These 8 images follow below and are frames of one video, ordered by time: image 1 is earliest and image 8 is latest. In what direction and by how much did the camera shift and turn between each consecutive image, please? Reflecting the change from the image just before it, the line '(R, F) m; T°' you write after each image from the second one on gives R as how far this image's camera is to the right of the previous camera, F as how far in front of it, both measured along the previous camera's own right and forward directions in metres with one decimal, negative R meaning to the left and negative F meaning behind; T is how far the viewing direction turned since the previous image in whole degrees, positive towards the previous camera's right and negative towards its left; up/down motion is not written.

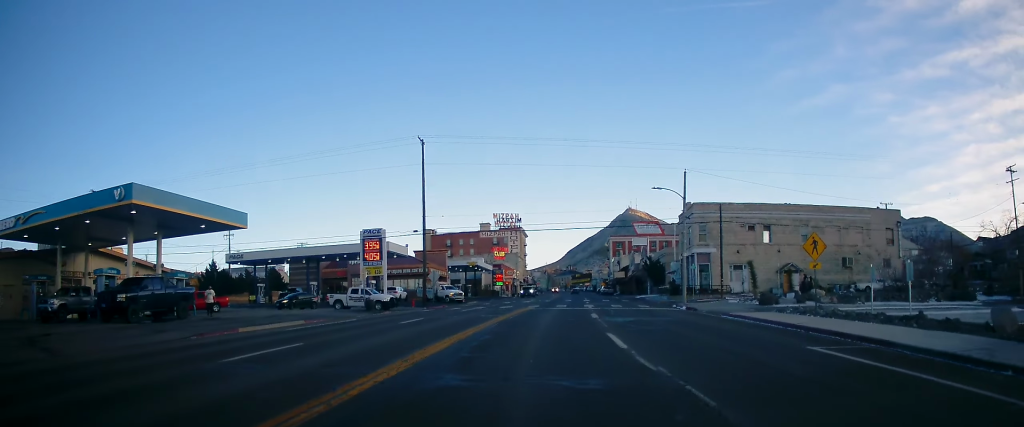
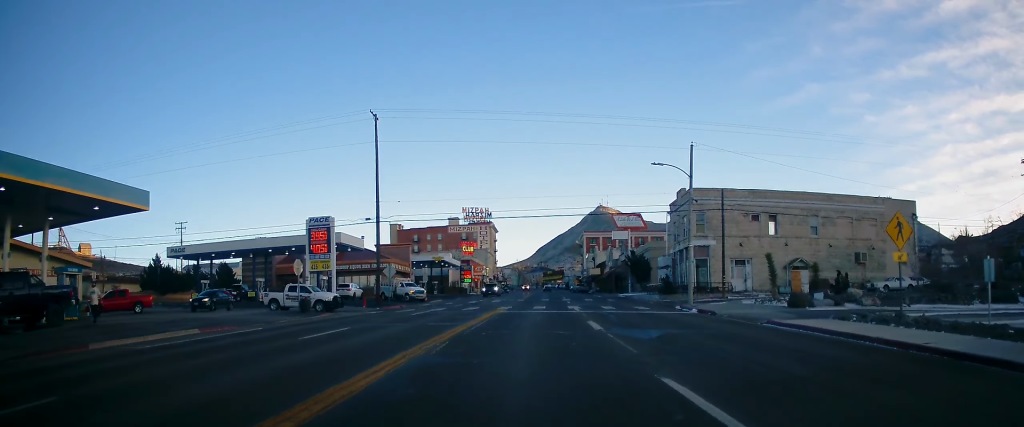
(-0.1, +8.0) m; +2°
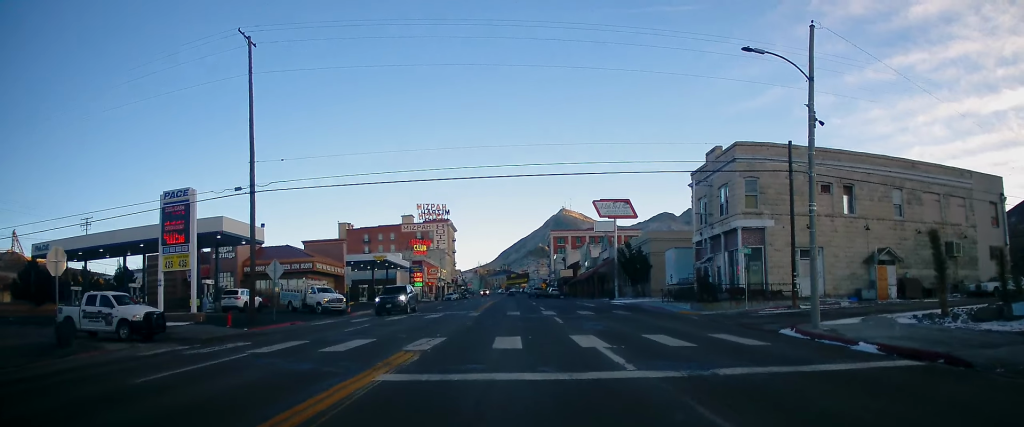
(+0.7, +18.7) m; +1°
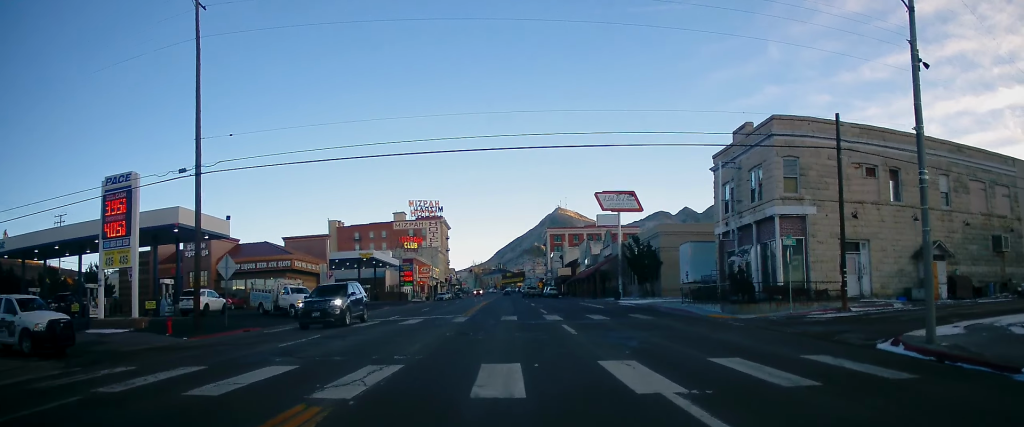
(0.0, +5.7) m; +1°
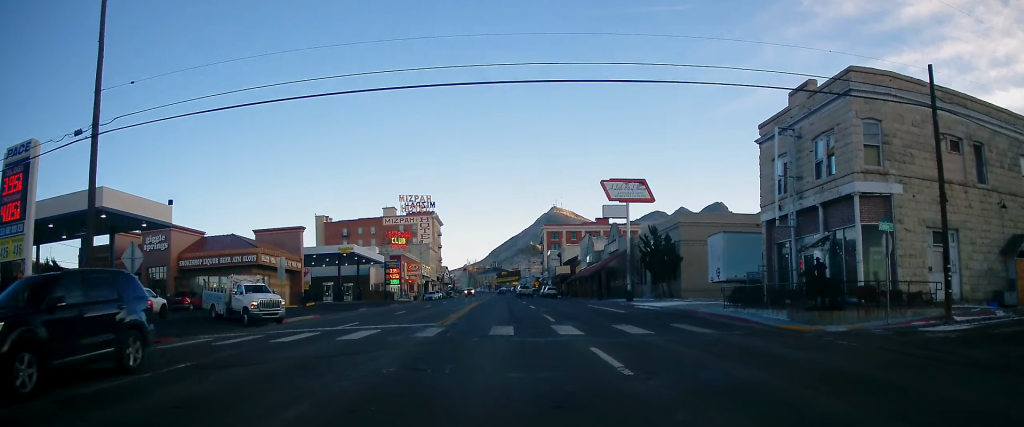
(+0.1, +7.7) m; +2°
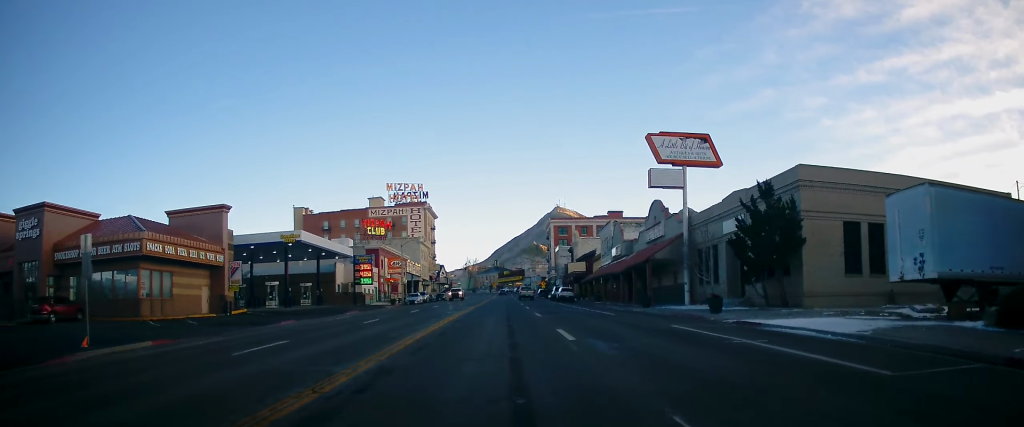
(+0.1, +19.4) m; -1°
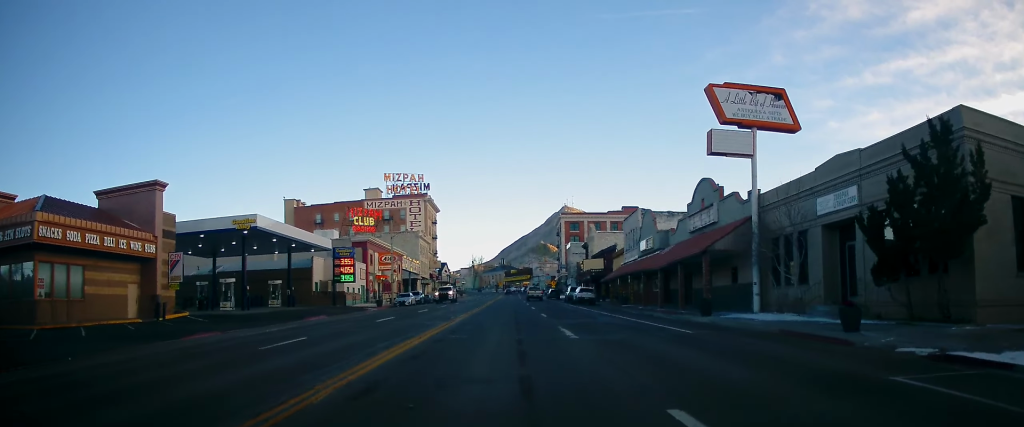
(+0.1, +11.1) m; +1°
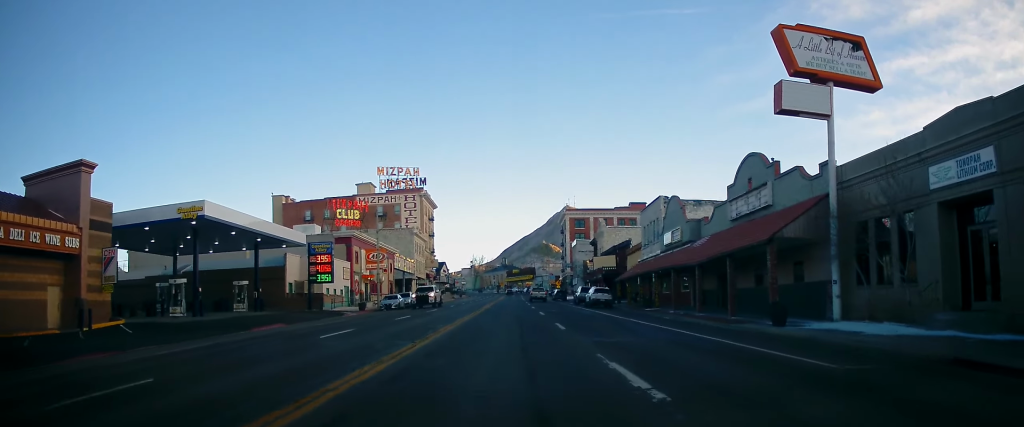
(+0.2, +8.1) m; -1°
